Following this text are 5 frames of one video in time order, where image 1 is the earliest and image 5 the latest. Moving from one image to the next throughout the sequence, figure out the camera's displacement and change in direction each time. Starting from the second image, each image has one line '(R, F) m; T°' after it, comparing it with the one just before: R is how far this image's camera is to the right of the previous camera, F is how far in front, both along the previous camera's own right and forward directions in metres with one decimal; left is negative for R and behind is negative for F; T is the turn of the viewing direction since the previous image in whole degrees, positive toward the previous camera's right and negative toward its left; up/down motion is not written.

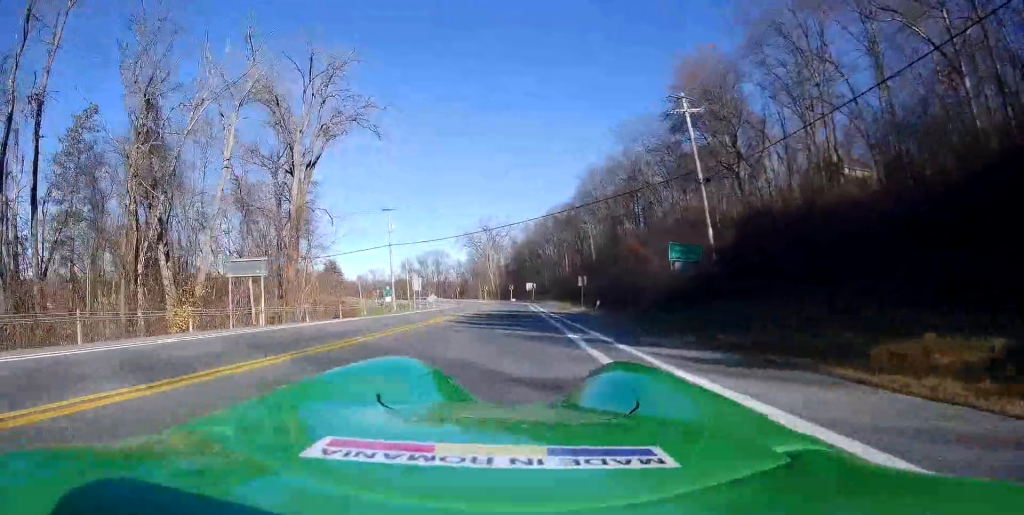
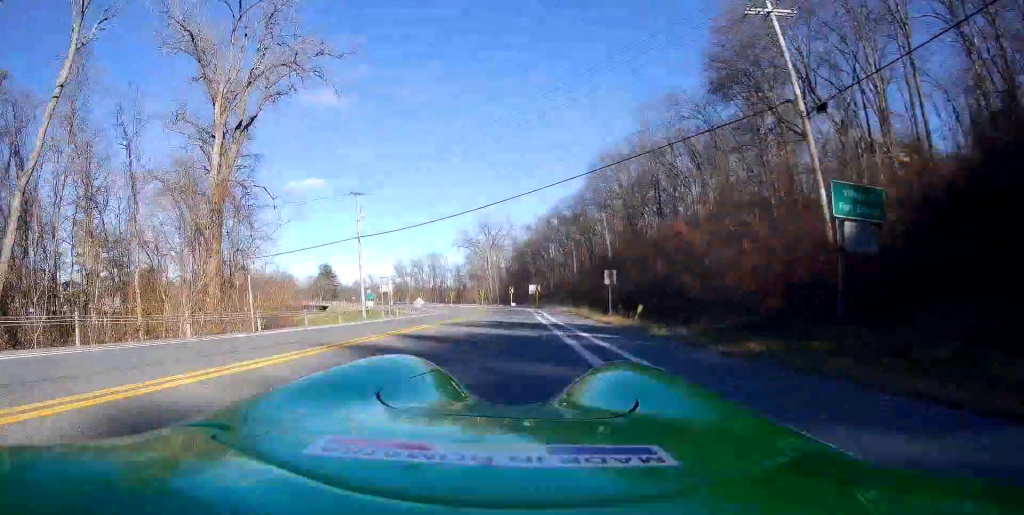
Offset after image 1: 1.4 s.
(-0.4, +14.8) m; -2°
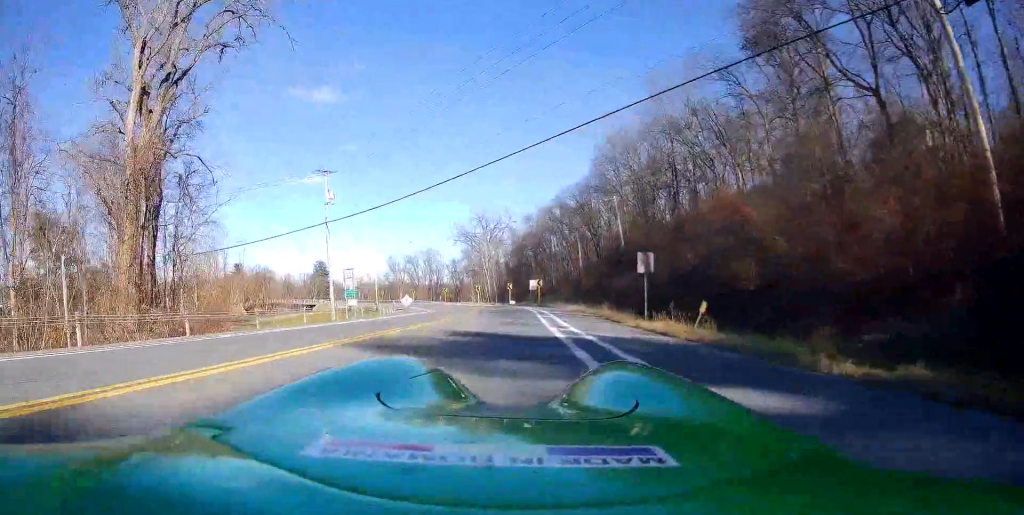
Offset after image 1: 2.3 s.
(+0.2, +9.7) m; -1°
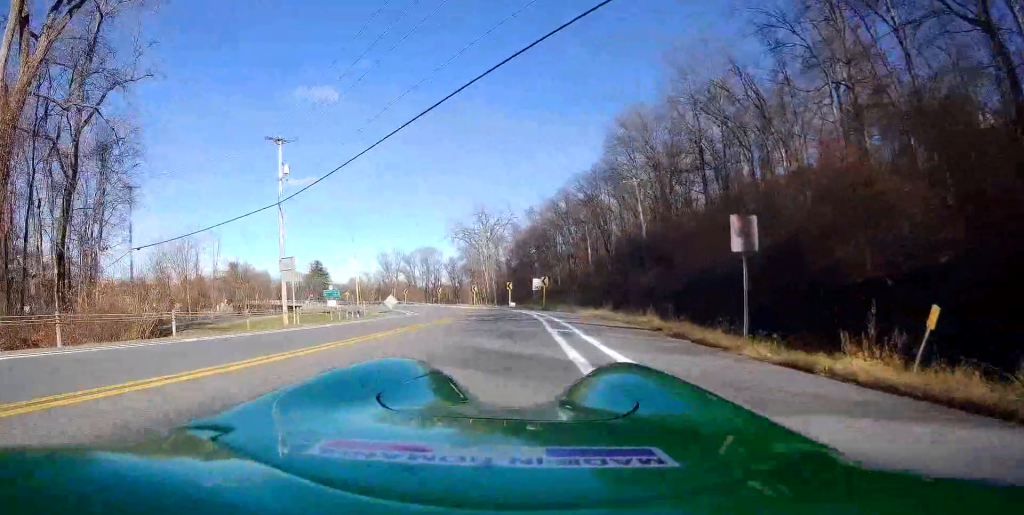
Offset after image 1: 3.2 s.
(-0.2, +10.1) m; 0°
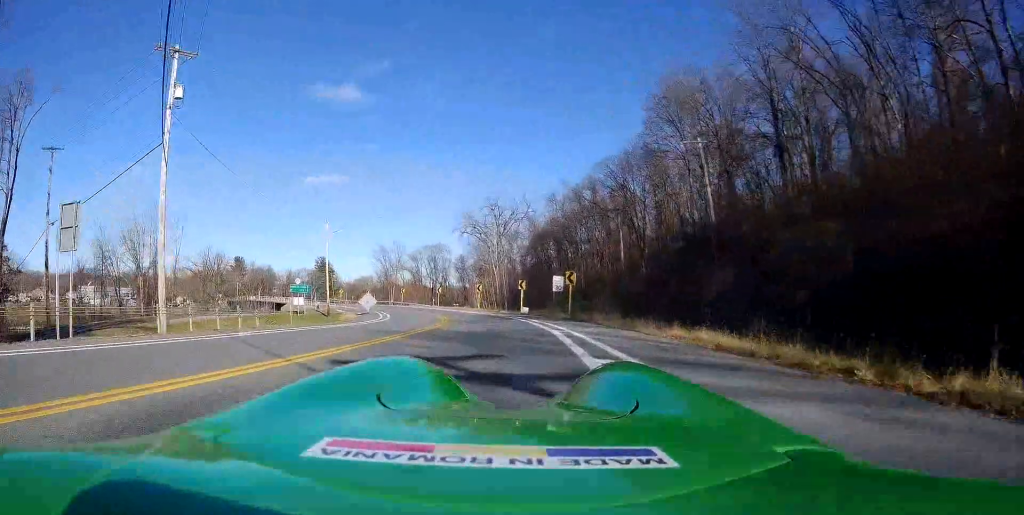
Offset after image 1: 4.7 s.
(+0.4, +15.3) m; +1°
